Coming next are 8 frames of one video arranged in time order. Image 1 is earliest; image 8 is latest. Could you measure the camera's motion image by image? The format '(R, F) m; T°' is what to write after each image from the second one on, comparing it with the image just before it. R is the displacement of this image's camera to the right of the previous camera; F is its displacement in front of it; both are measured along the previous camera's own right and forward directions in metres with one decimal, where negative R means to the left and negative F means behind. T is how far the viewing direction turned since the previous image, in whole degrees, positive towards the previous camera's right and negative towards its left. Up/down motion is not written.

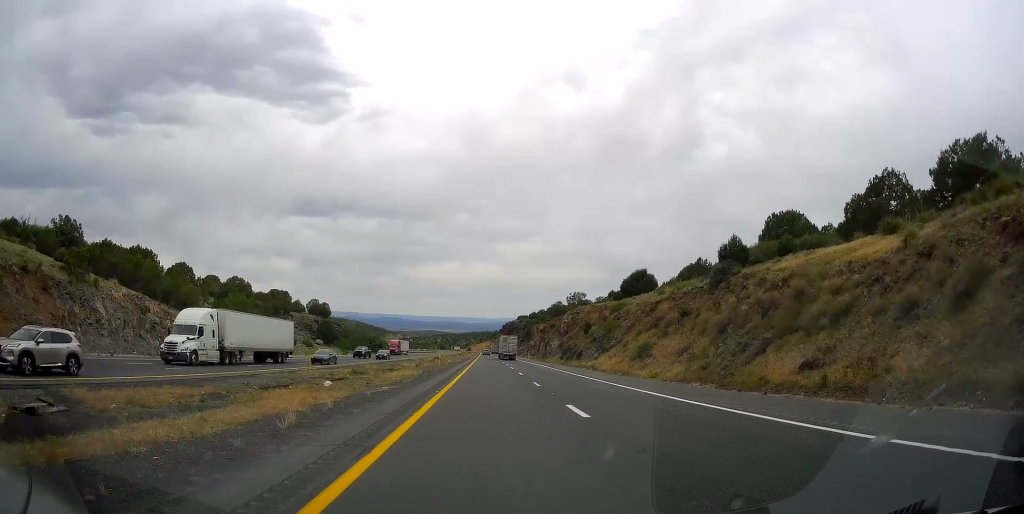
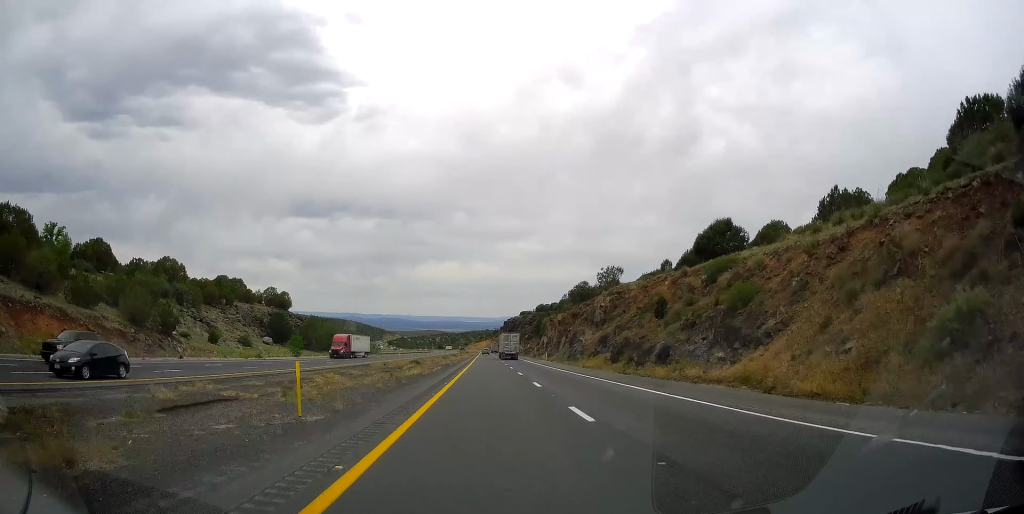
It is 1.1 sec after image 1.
(-0.1, +37.6) m; 0°
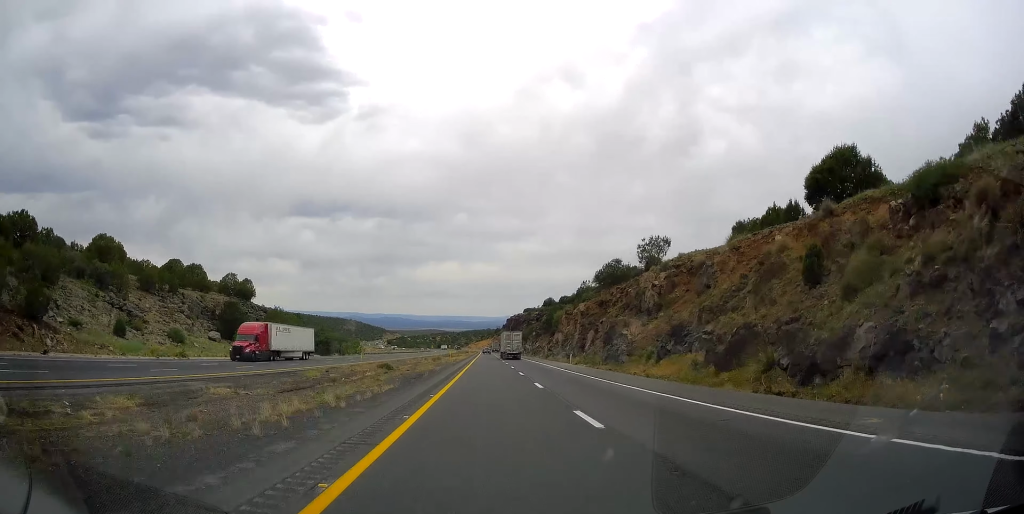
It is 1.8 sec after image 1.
(+0.1, +25.1) m; 0°
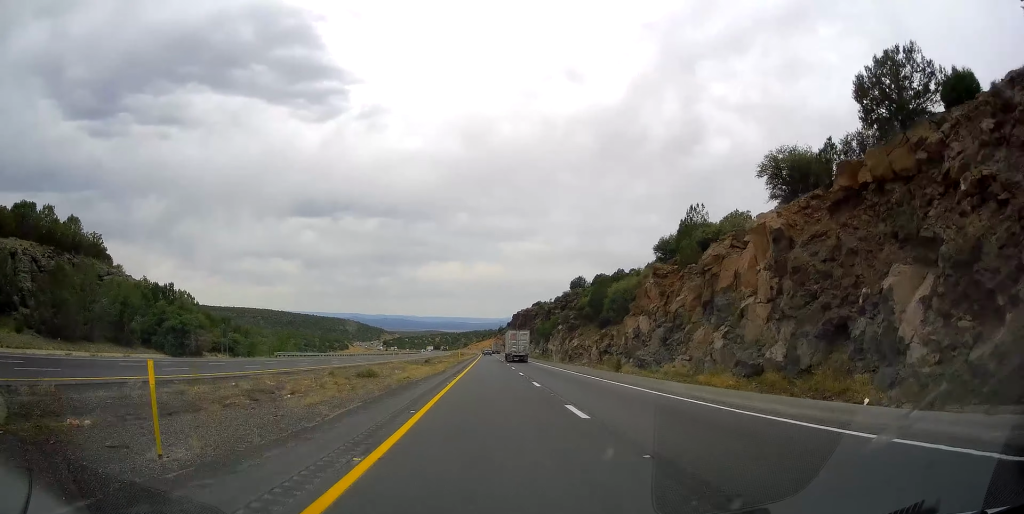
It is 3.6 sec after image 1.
(-0.2, +59.5) m; 0°
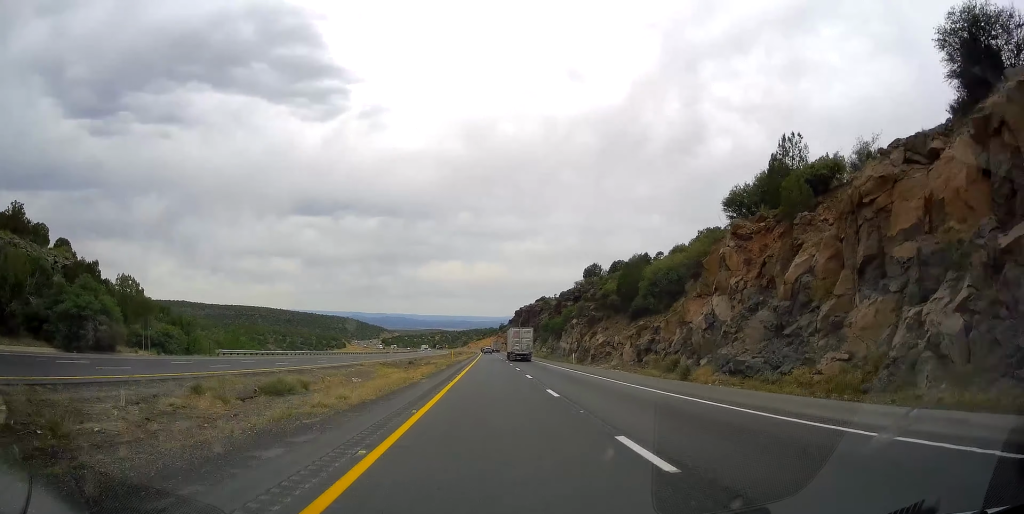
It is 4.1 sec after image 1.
(0.0, +18.4) m; 0°
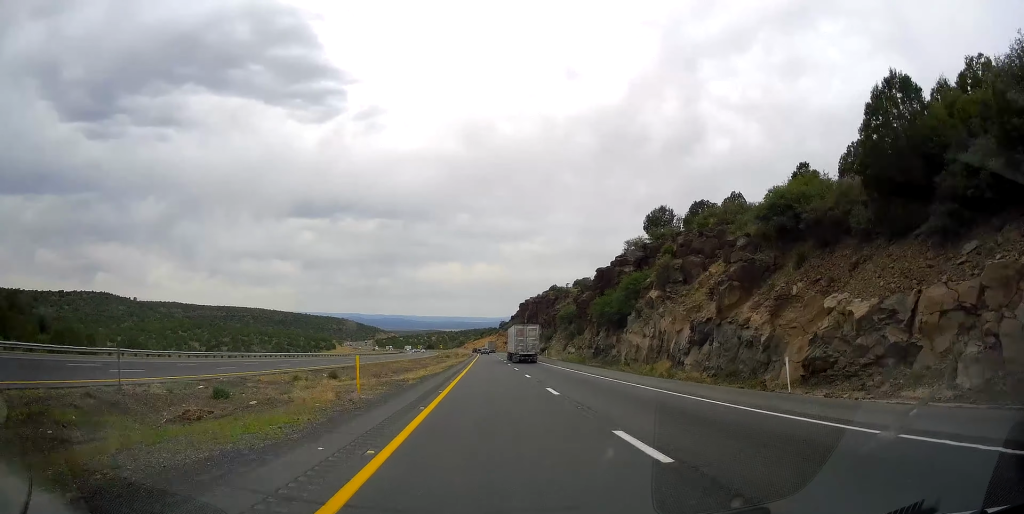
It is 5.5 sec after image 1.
(+0.1, +48.4) m; -1°
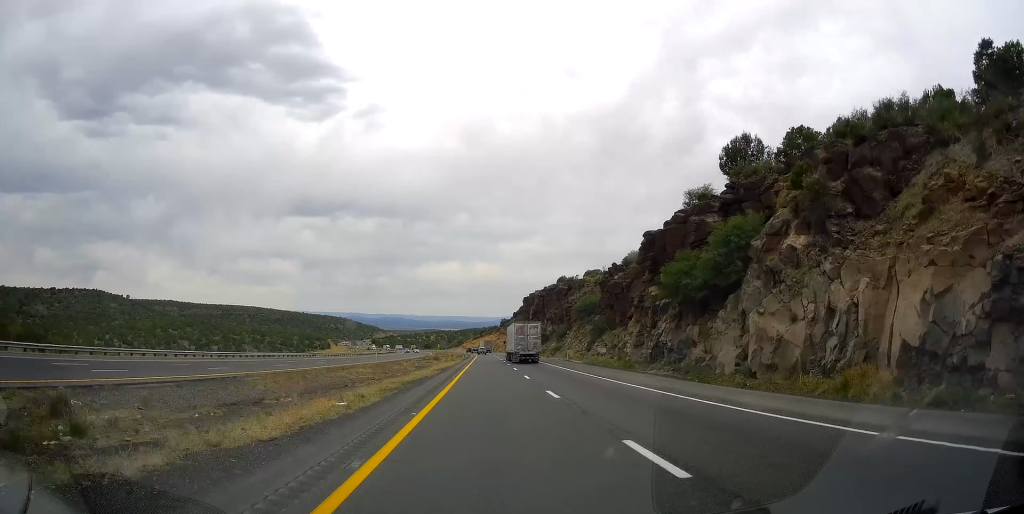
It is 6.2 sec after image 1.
(-0.5, +25.4) m; 0°
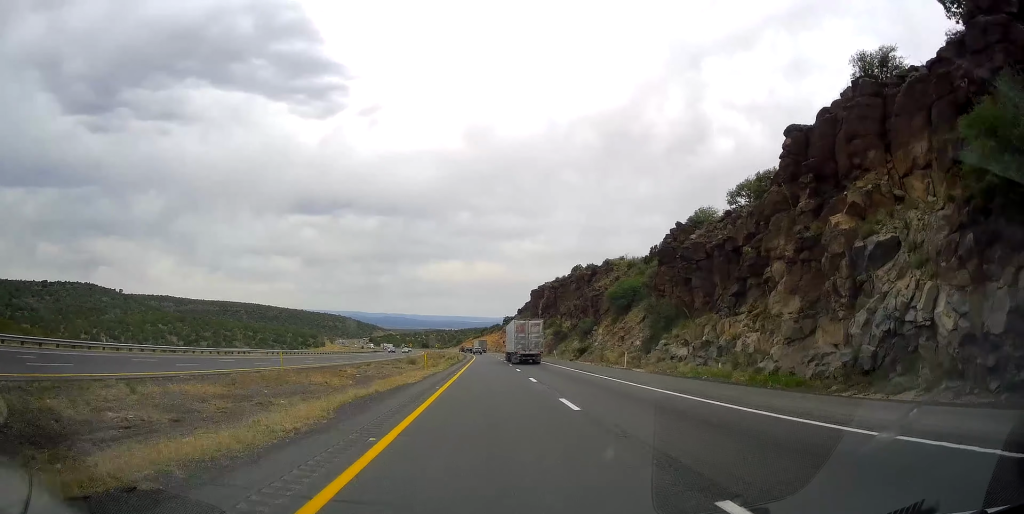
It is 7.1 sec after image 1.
(+0.2, +28.9) m; 0°
